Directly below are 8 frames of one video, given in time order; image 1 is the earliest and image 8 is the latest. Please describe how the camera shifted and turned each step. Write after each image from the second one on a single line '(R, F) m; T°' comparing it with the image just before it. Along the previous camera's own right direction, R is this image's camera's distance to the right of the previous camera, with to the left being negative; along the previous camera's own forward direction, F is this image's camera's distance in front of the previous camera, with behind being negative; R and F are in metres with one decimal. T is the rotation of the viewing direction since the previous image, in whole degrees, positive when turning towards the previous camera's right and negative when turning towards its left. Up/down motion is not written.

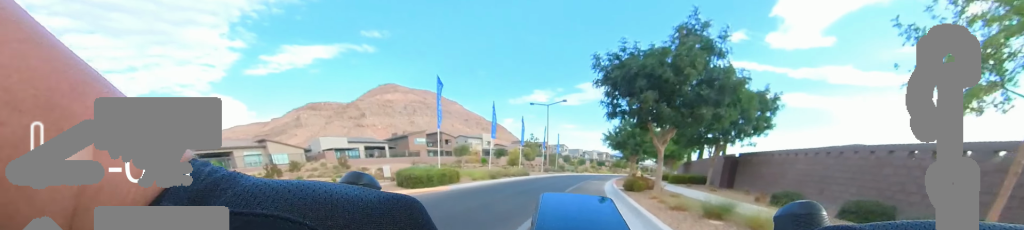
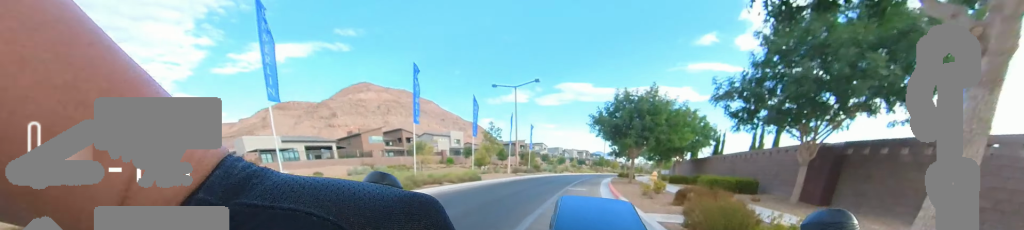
(+1.0, +9.1) m; +10°
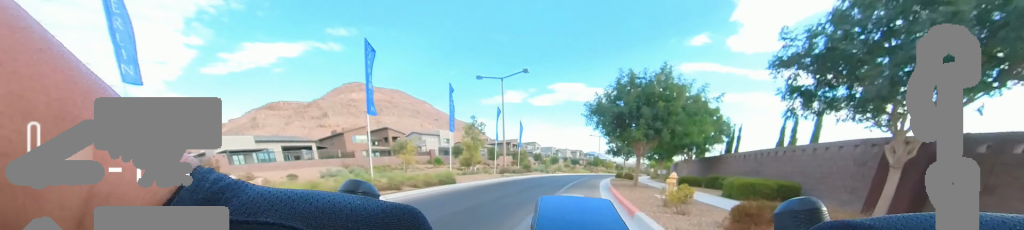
(+0.1, +3.0) m; 0°
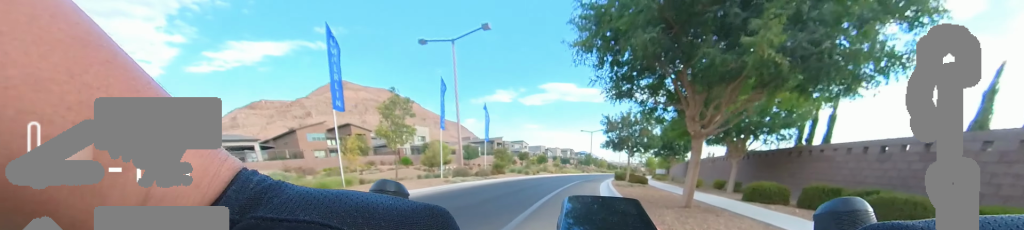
(-0.4, +7.4) m; -4°
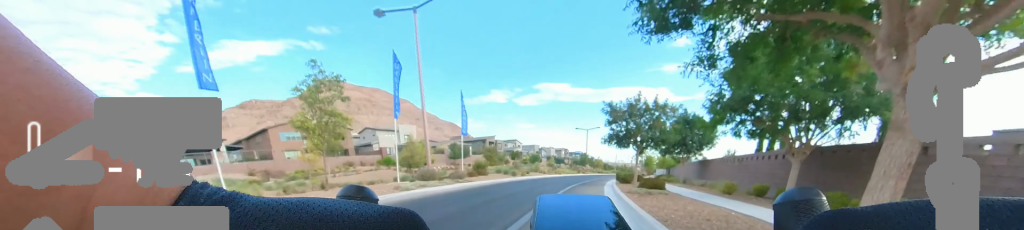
(0.0, +3.4) m; 0°
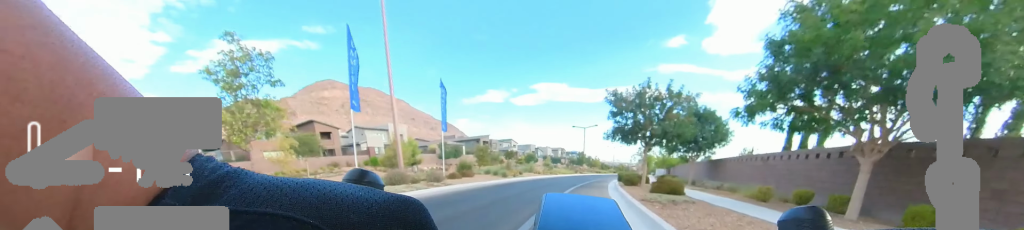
(-0.1, +2.1) m; 0°
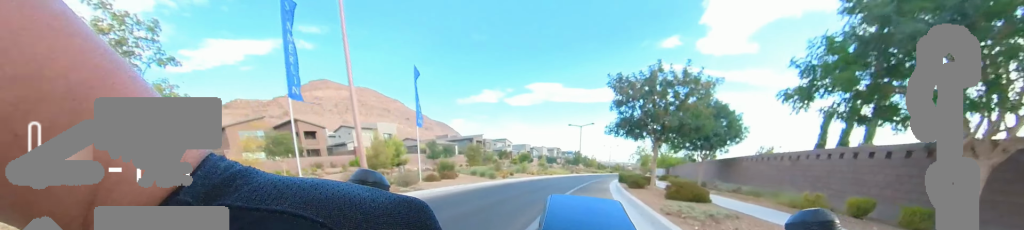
(0.0, +2.0) m; +1°
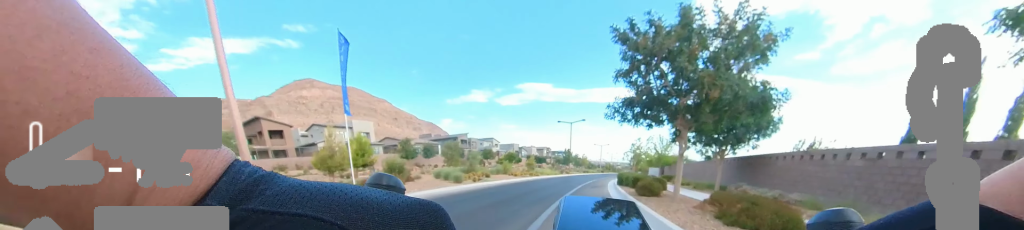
(+0.2, +3.5) m; +4°
